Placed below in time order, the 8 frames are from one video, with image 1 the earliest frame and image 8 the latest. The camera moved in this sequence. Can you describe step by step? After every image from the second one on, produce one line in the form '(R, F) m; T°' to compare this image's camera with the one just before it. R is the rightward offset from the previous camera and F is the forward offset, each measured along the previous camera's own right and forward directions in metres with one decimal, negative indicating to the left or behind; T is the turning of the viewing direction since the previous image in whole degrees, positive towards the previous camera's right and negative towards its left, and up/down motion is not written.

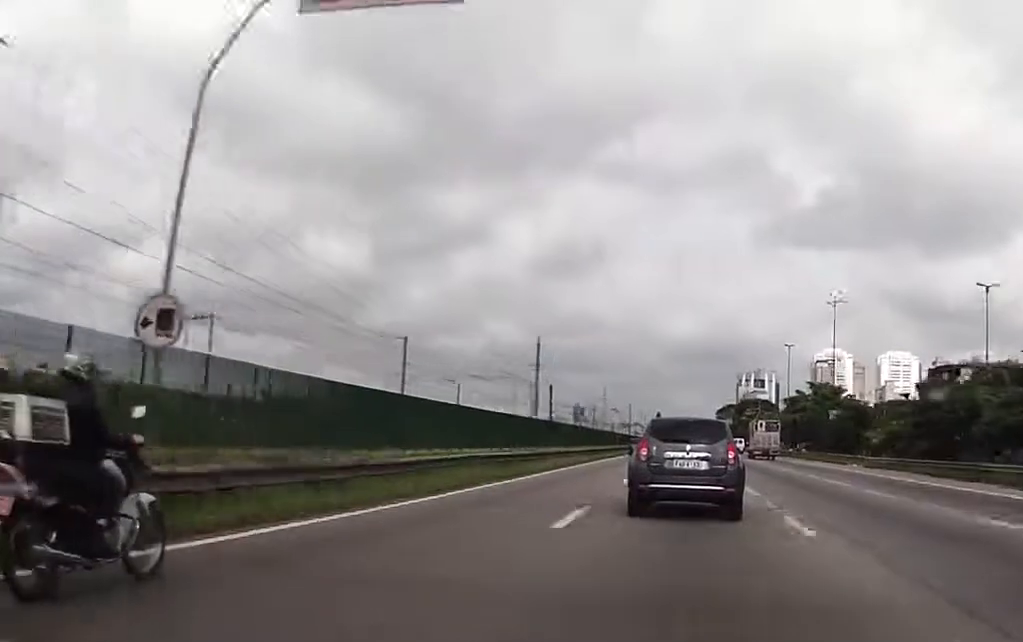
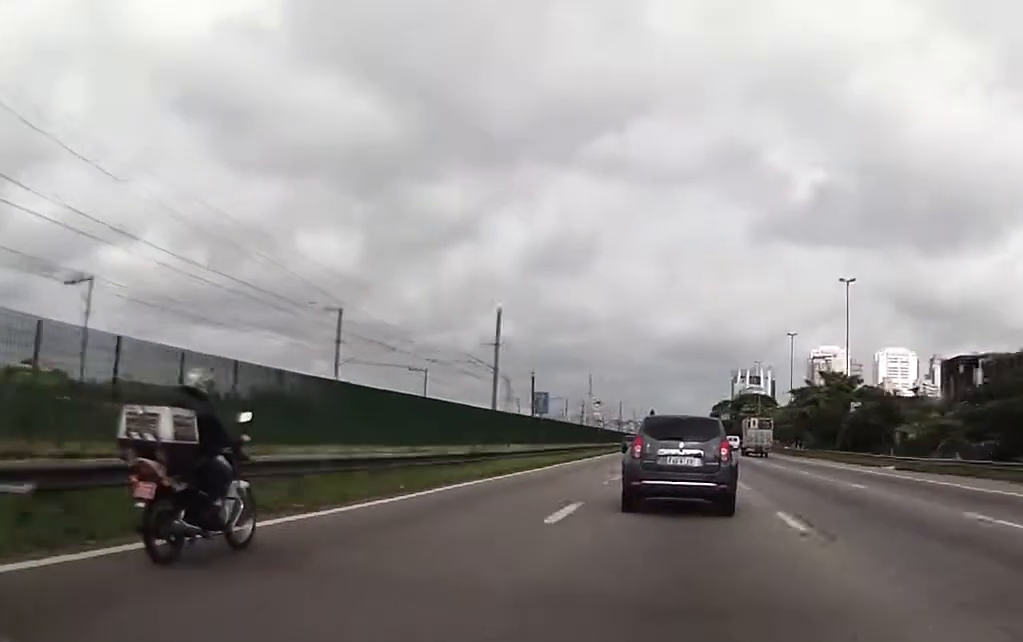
(+0.3, +12.0) m; 0°
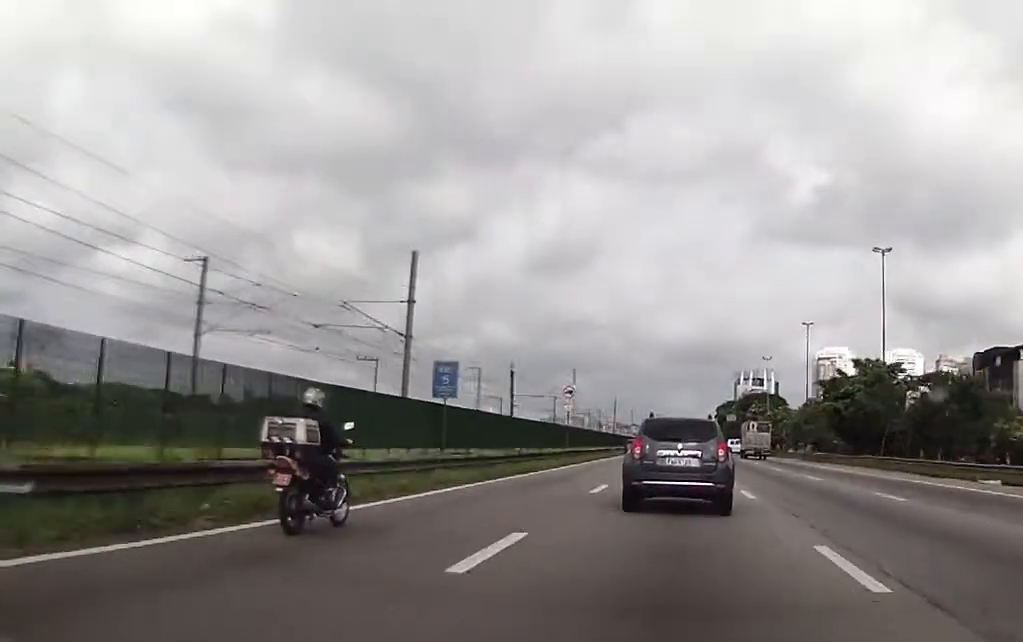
(-0.1, +16.9) m; 0°
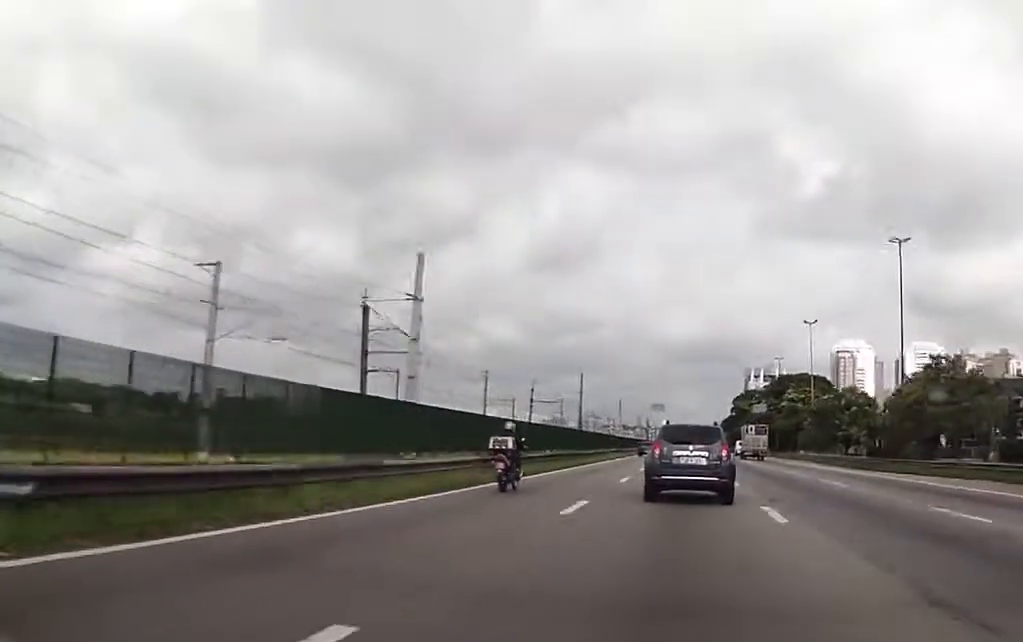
(+0.7, +54.5) m; 0°
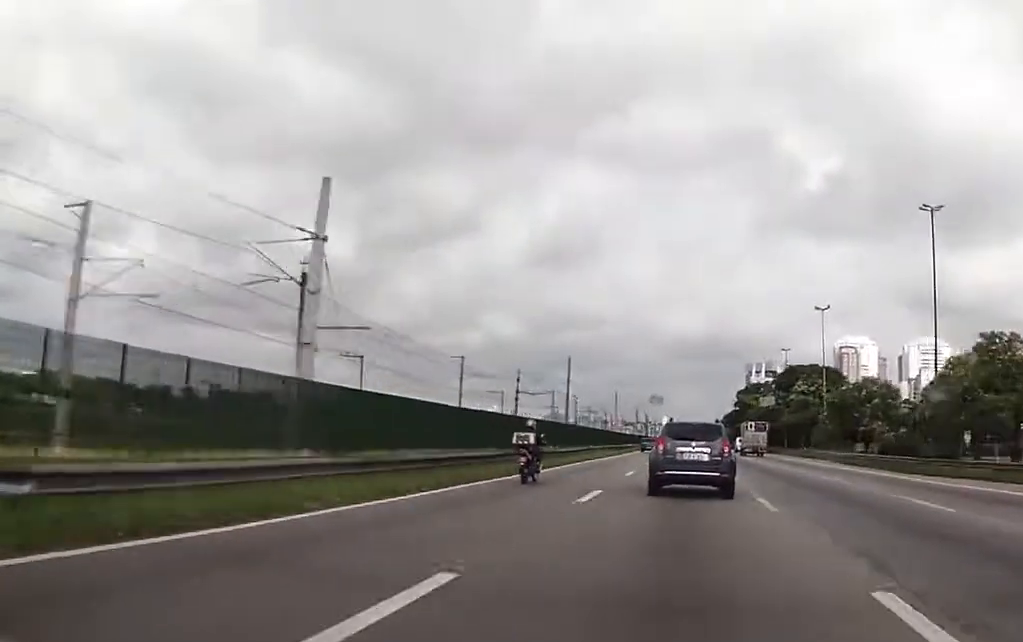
(-0.3, +10.2) m; 0°
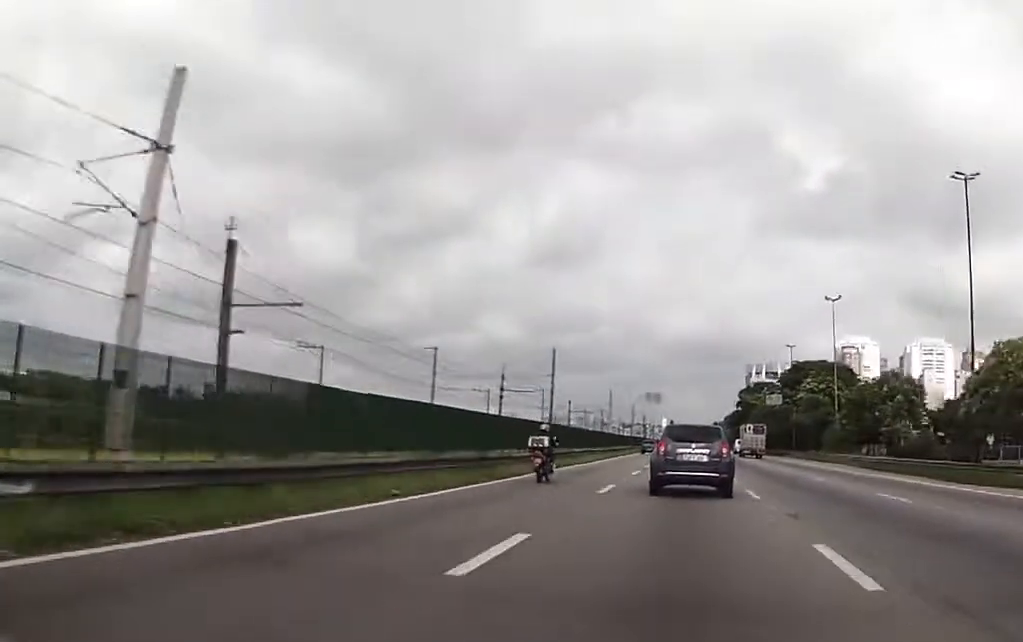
(-0.1, +8.8) m; 0°
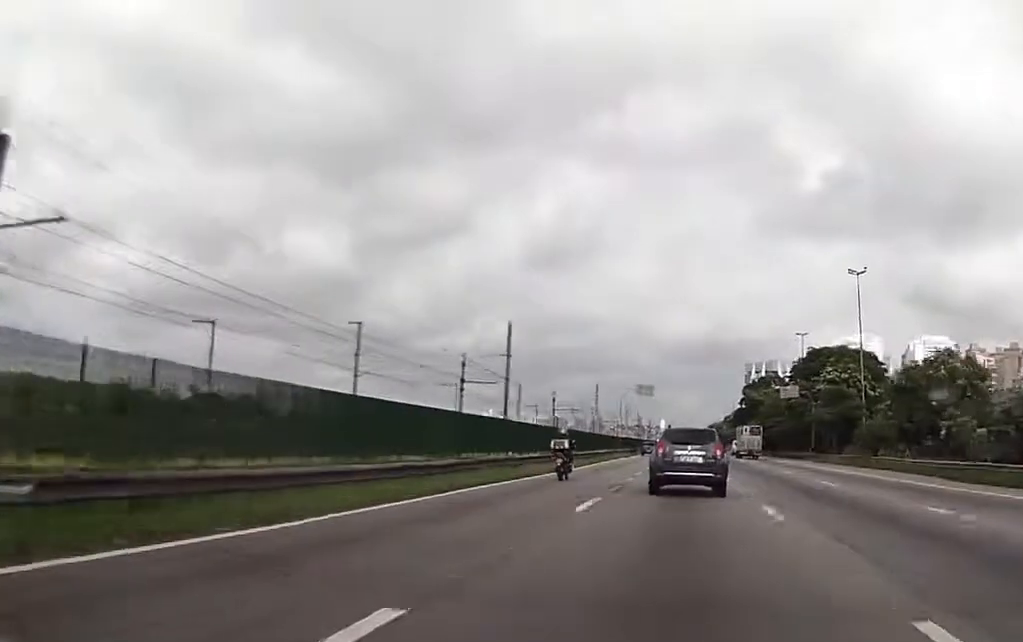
(+0.4, +17.0) m; +1°
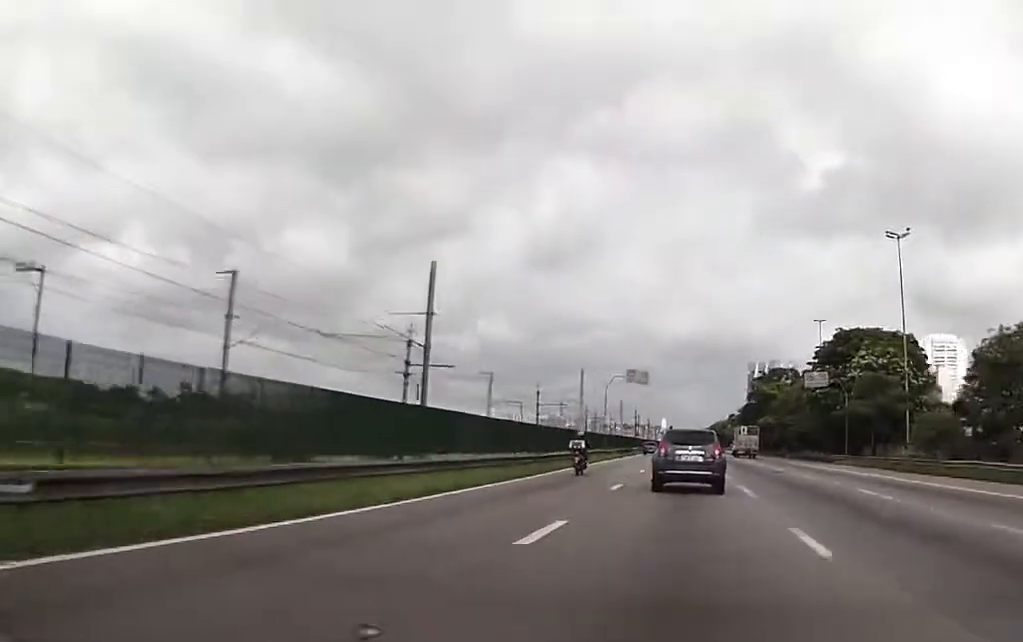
(-0.2, +16.9) m; 0°
